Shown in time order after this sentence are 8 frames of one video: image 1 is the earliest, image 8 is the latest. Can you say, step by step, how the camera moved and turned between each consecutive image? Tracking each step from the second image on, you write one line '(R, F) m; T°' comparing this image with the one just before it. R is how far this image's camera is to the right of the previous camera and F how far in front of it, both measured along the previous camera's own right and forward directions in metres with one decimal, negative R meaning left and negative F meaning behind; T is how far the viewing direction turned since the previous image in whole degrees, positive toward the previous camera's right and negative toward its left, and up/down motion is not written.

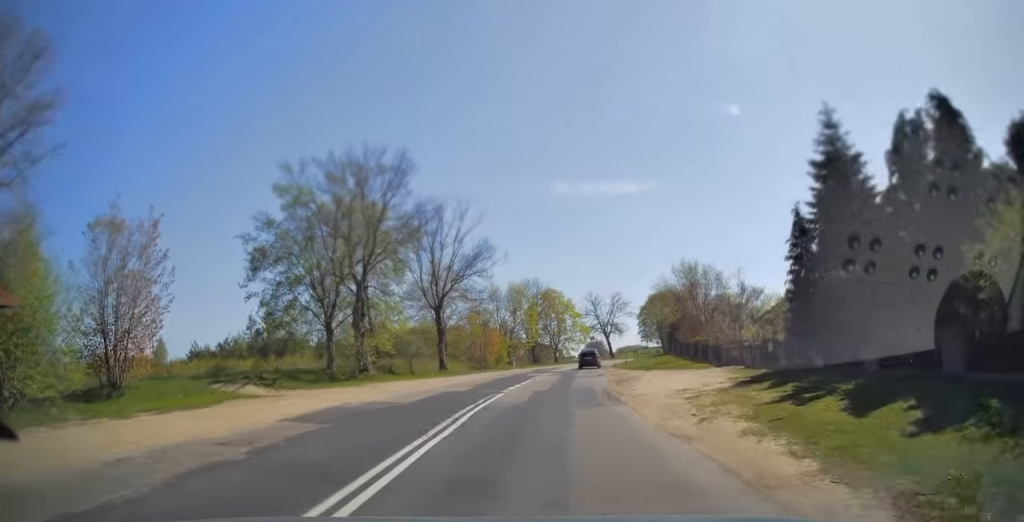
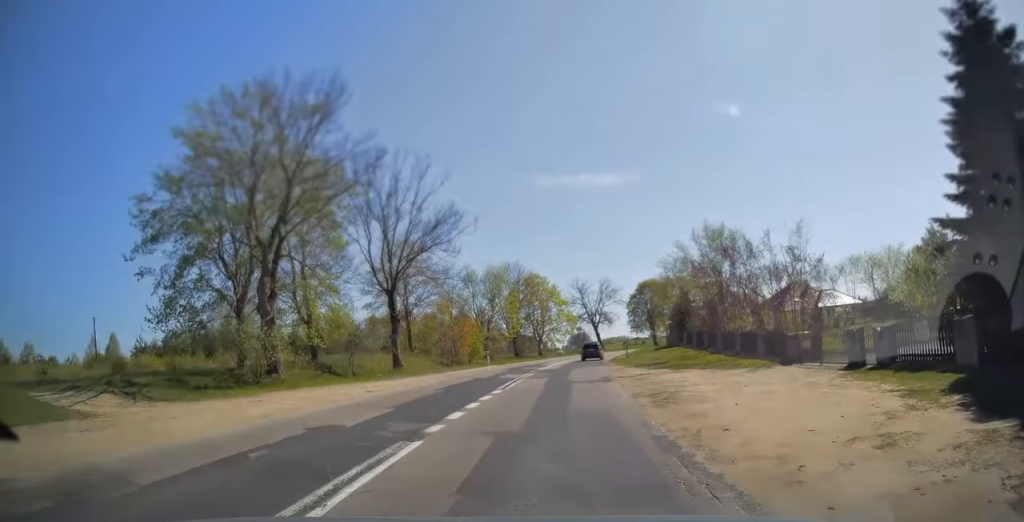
(+0.2, +11.1) m; +2°
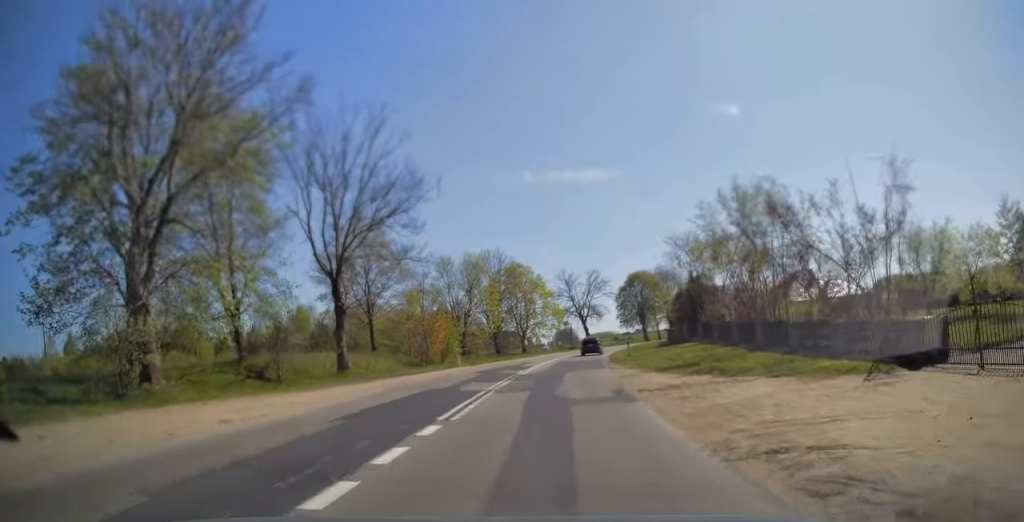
(+0.1, +8.5) m; +1°
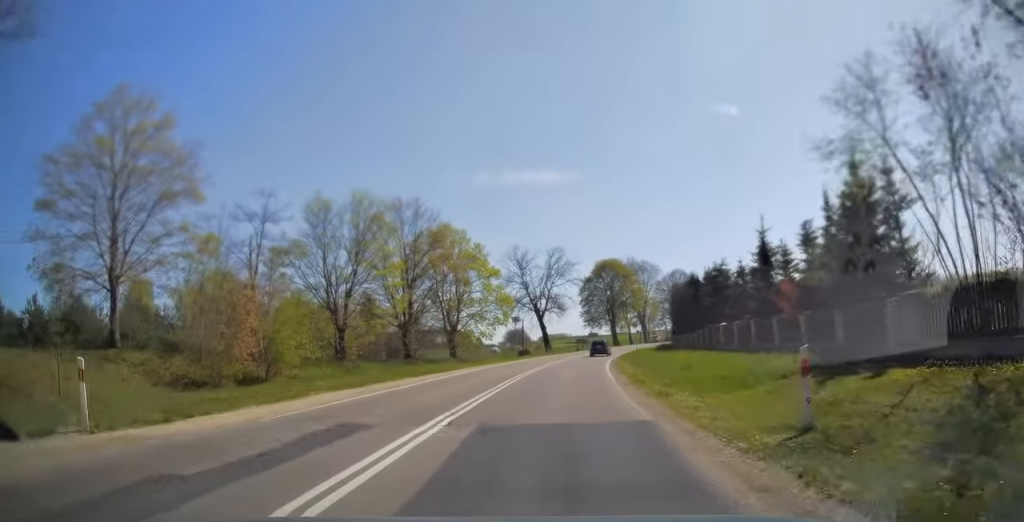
(+1.2, +29.4) m; +5°
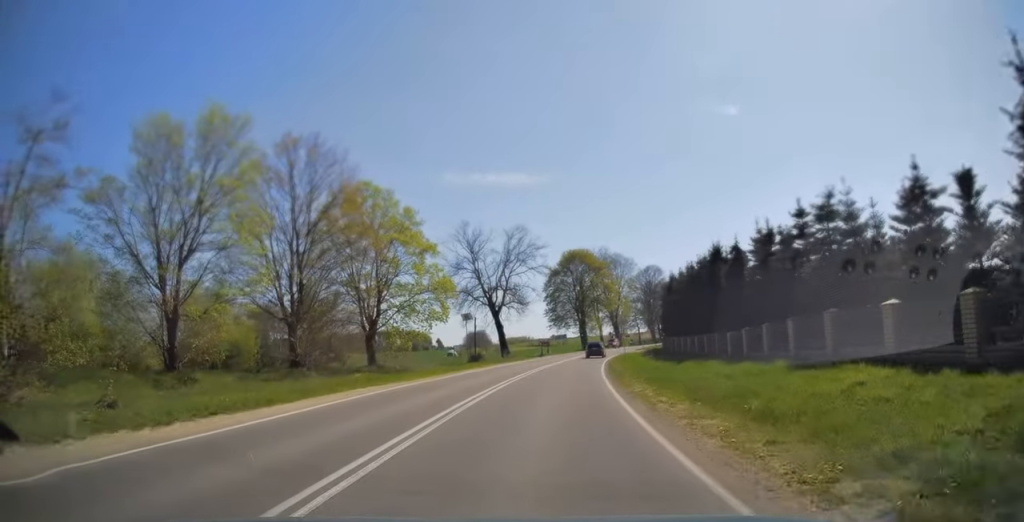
(+0.5, +17.2) m; +3°
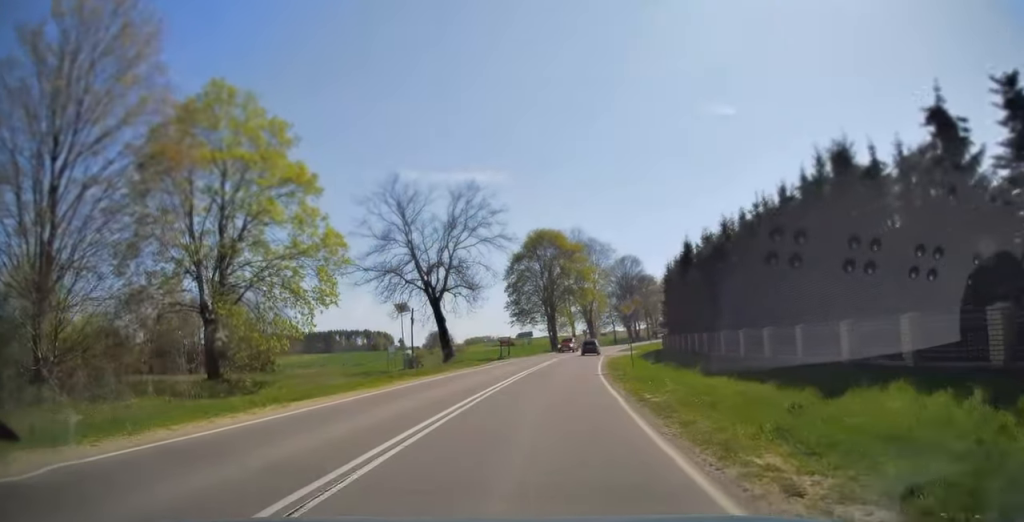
(+0.5, +18.5) m; +3°
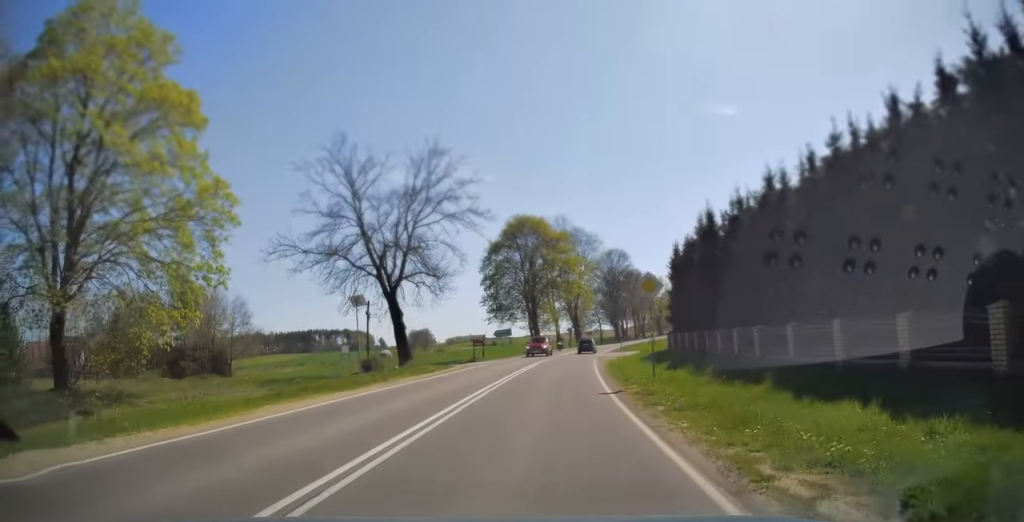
(+0.1, +9.1) m; +1°
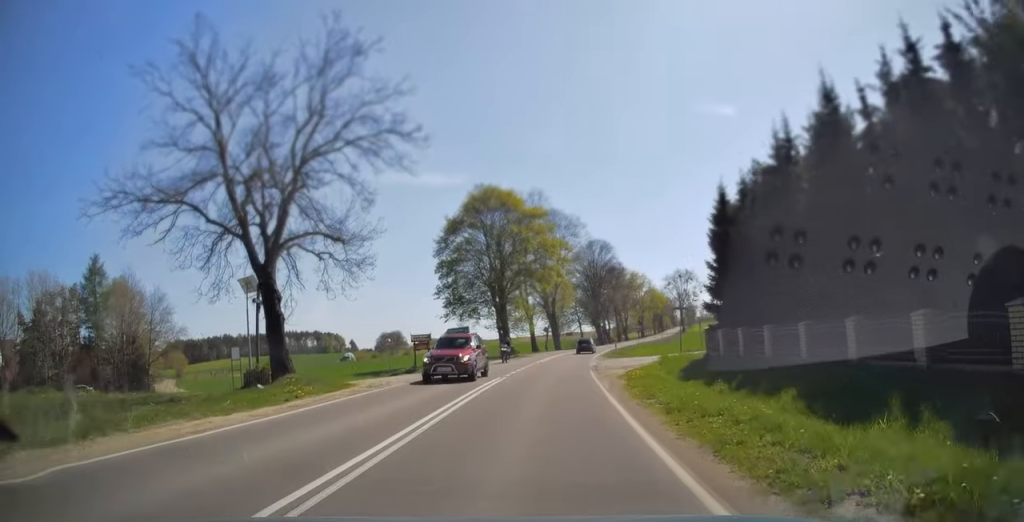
(+0.3, +15.6) m; +2°
